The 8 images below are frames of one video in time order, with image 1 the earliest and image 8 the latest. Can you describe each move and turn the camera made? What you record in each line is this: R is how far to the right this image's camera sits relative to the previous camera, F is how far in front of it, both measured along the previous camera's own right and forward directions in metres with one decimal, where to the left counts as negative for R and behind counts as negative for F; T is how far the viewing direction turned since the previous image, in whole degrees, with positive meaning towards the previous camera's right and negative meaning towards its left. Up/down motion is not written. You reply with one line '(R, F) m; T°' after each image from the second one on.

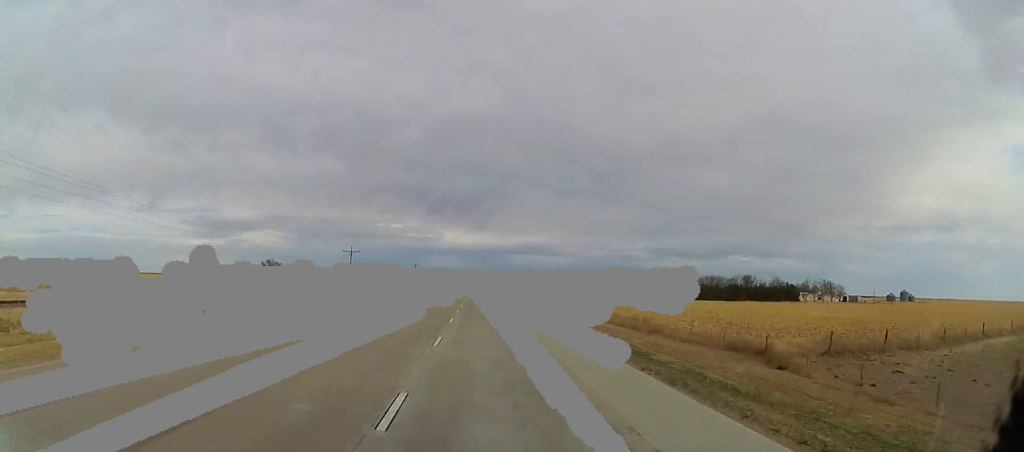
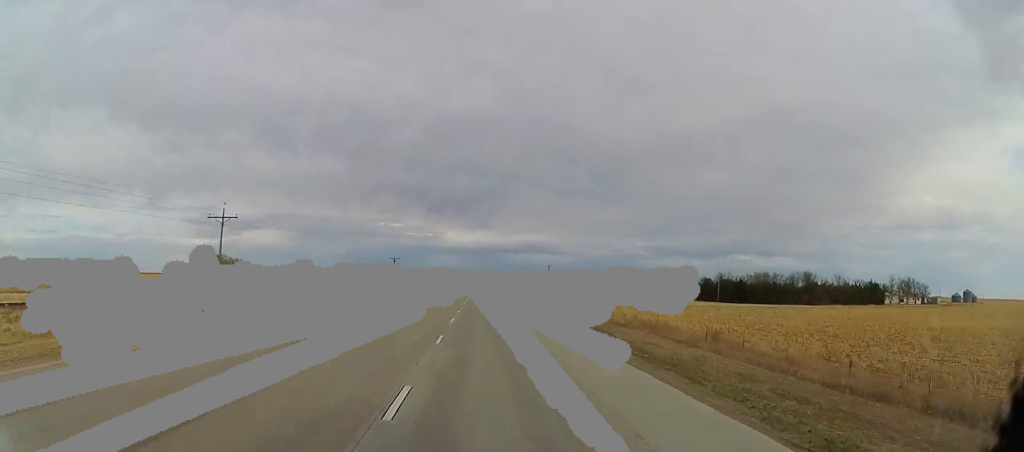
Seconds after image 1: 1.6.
(-0.8, +47.6) m; 0°
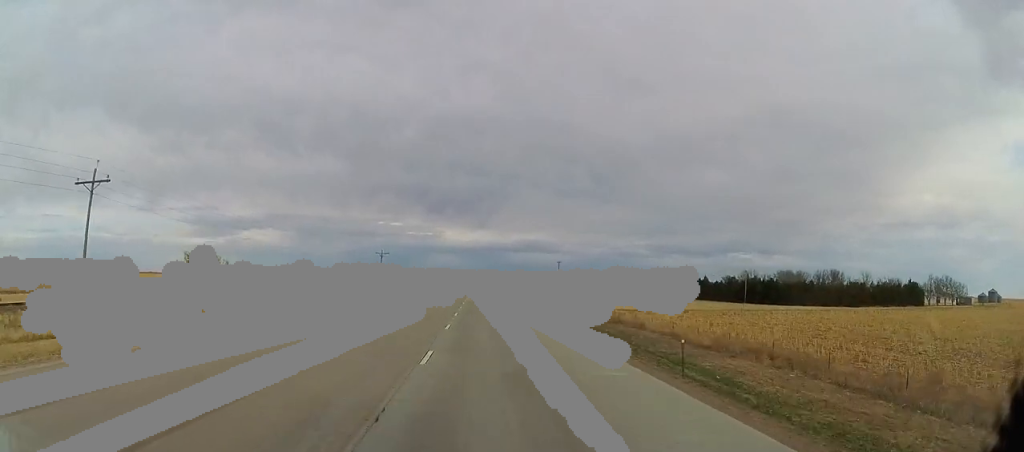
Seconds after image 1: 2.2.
(0.0, +17.5) m; 0°
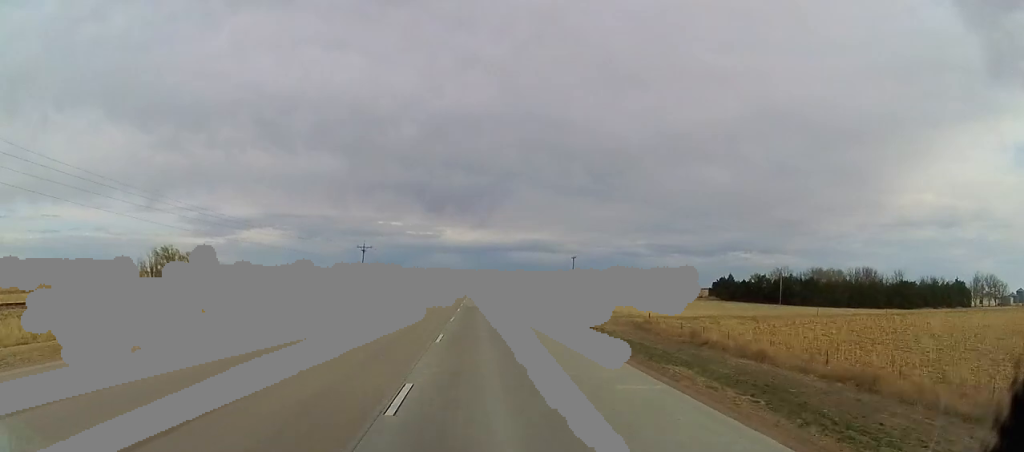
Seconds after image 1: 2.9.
(+0.4, +18.3) m; 0°
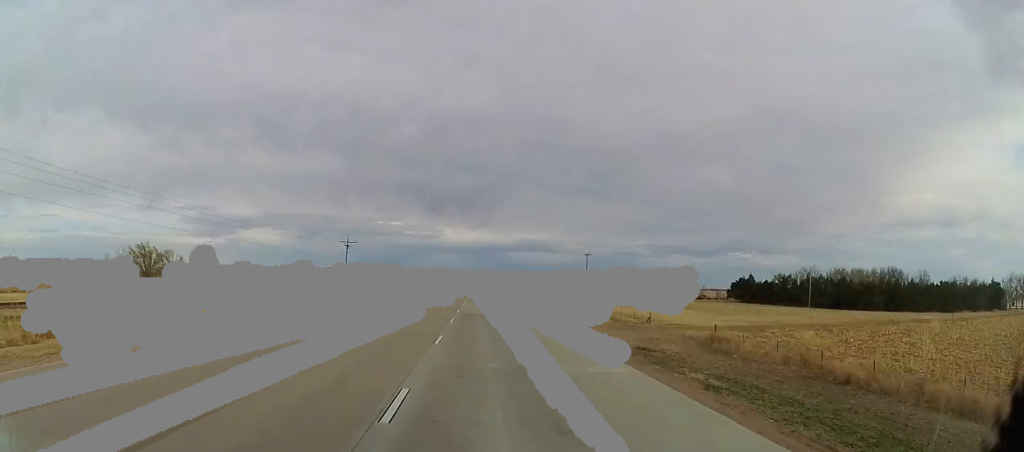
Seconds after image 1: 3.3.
(-0.1, +12.5) m; 0°
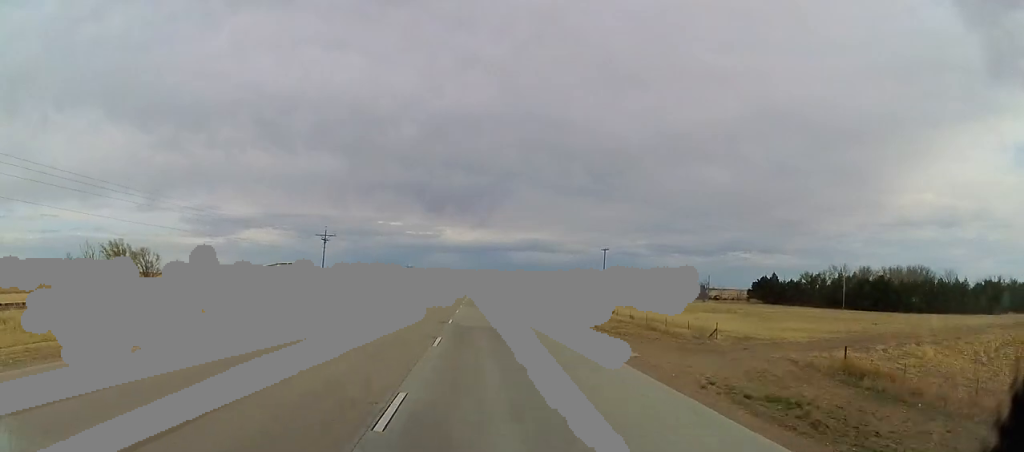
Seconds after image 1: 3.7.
(-0.2, +12.5) m; -1°
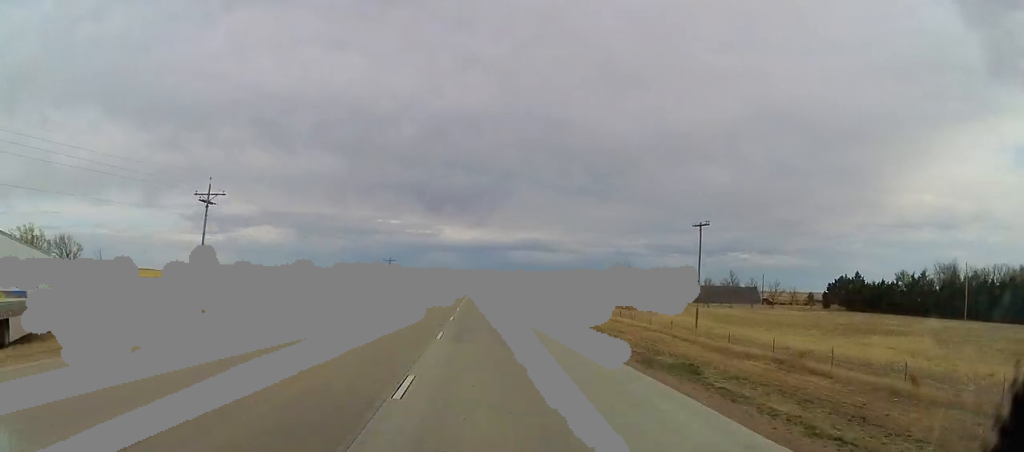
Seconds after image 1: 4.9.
(-0.2, +33.7) m; +1°
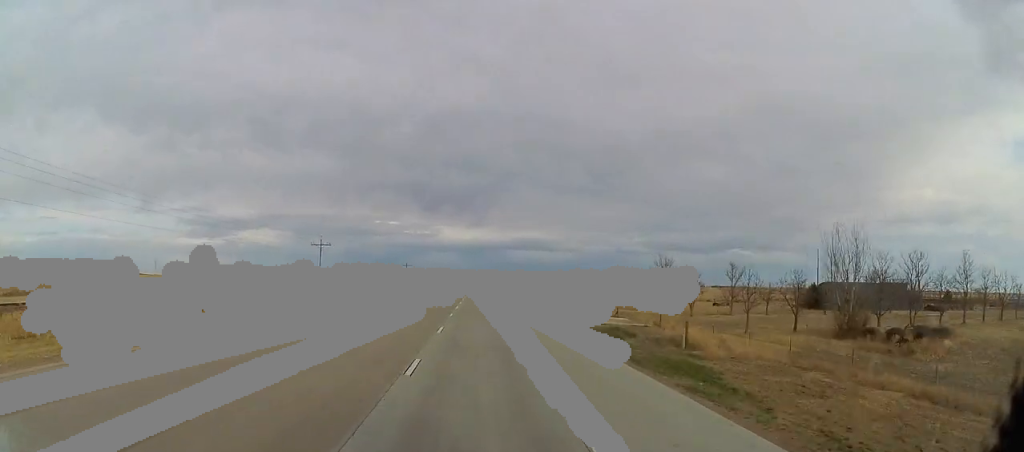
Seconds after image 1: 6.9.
(+1.2, +56.9) m; 0°
